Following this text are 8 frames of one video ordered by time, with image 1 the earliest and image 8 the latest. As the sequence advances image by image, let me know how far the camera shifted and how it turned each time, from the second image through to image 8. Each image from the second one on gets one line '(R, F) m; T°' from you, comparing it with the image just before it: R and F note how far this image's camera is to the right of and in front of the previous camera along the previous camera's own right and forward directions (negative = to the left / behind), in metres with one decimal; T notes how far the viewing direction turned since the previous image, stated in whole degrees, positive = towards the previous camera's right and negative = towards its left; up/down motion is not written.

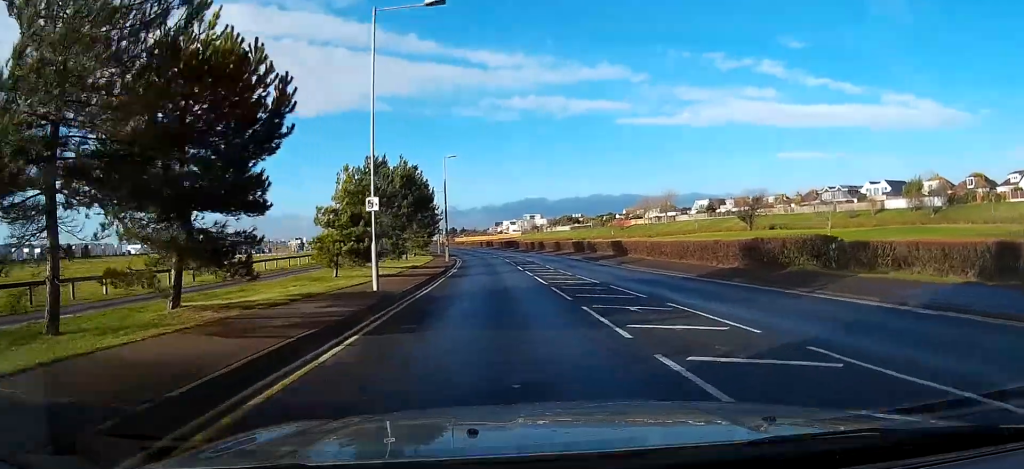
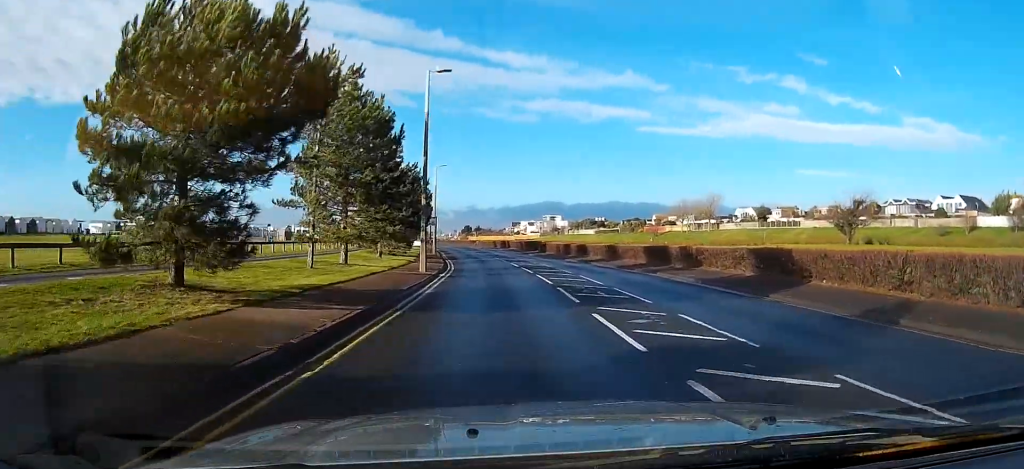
(+0.5, +23.6) m; +1°
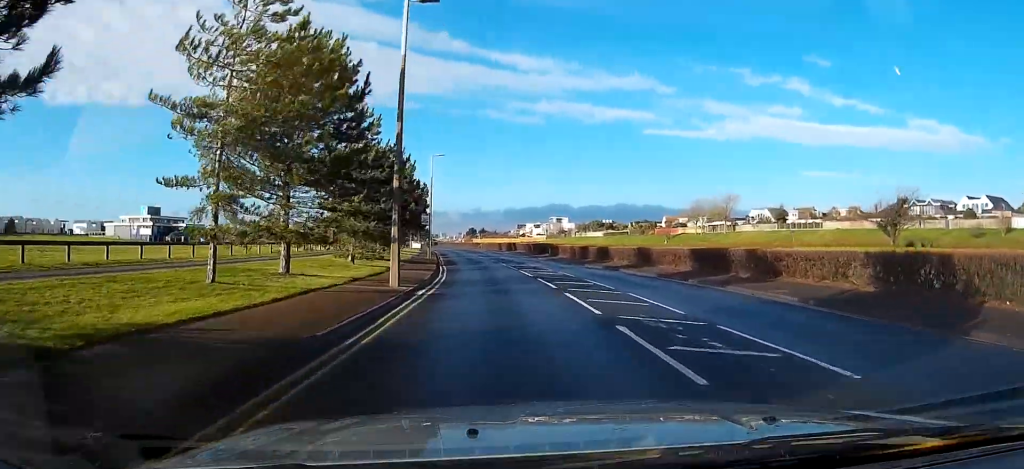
(-0.2, +7.9) m; 0°
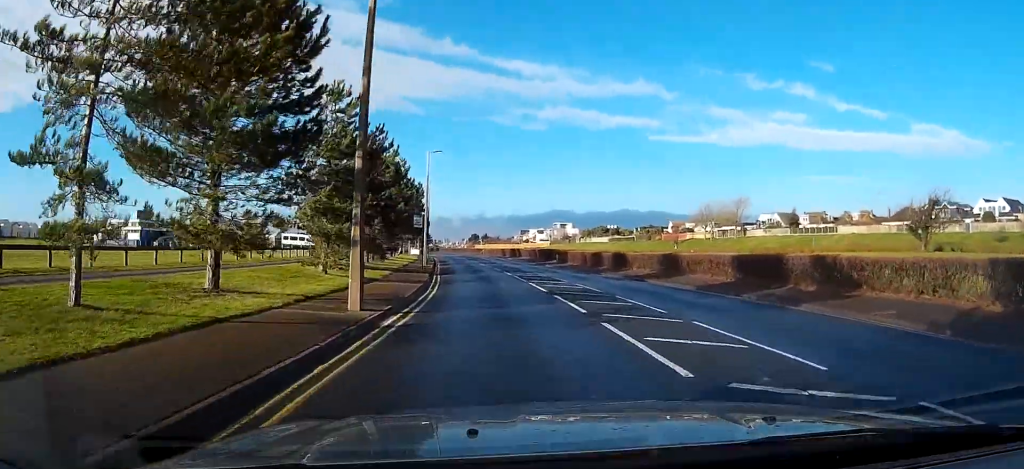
(+0.2, +5.0) m; -1°
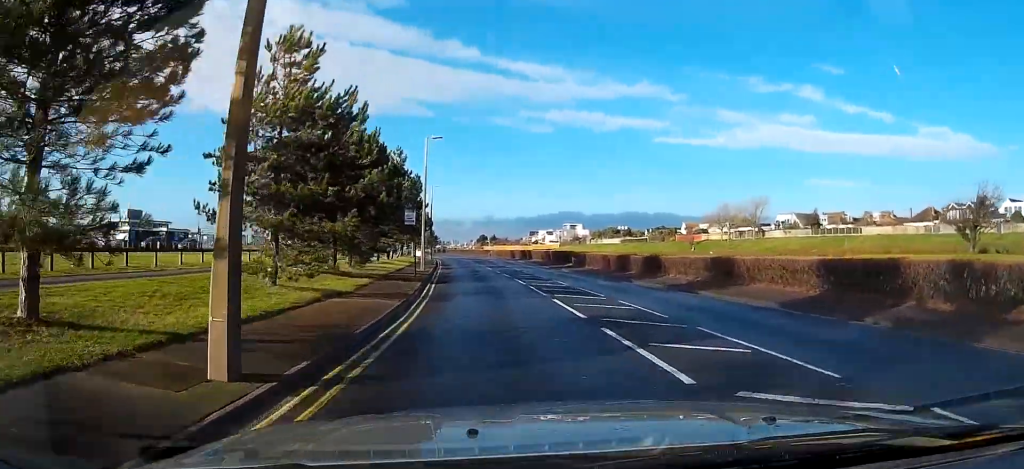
(+0.3, +6.2) m; -1°
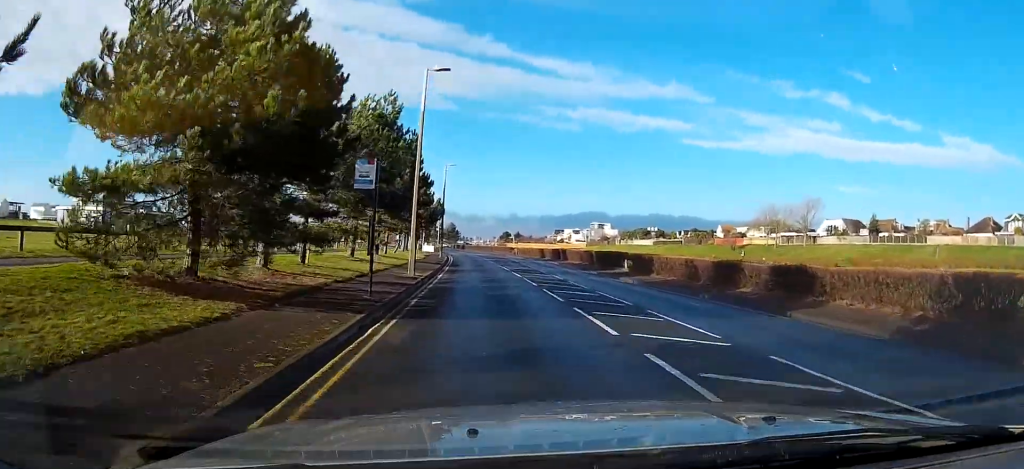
(-0.8, +14.0) m; -2°
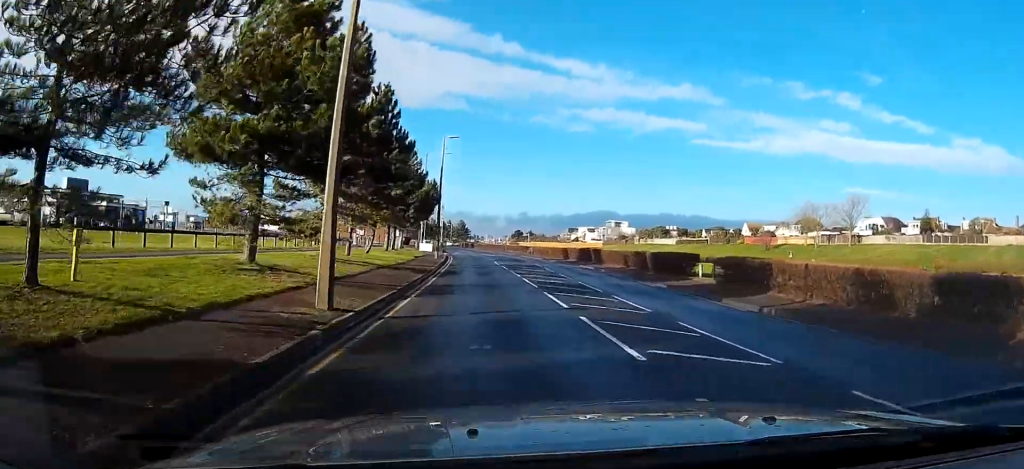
(+0.2, +13.6) m; -1°
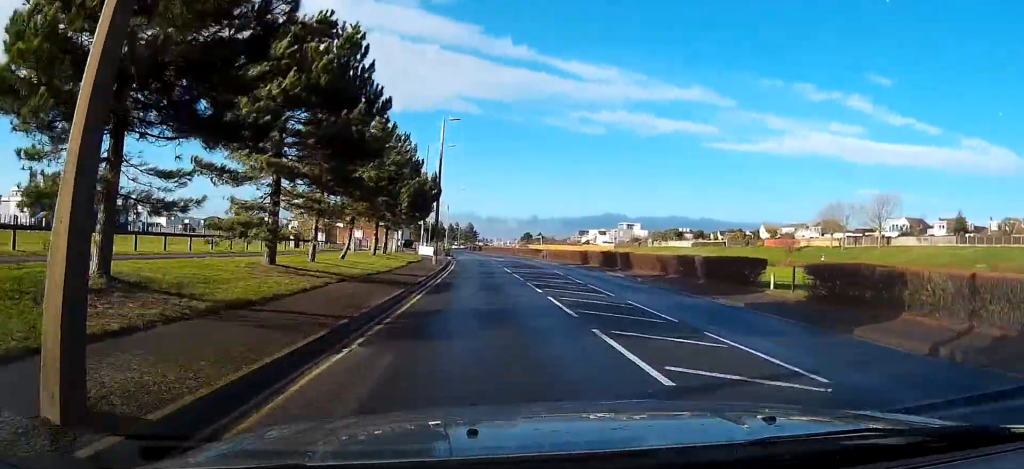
(-0.2, +7.0) m; -1°
